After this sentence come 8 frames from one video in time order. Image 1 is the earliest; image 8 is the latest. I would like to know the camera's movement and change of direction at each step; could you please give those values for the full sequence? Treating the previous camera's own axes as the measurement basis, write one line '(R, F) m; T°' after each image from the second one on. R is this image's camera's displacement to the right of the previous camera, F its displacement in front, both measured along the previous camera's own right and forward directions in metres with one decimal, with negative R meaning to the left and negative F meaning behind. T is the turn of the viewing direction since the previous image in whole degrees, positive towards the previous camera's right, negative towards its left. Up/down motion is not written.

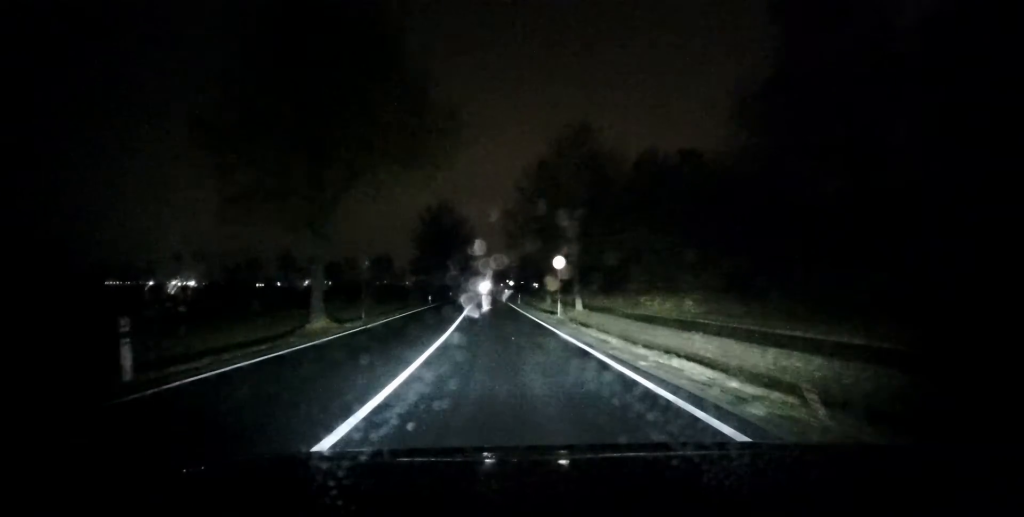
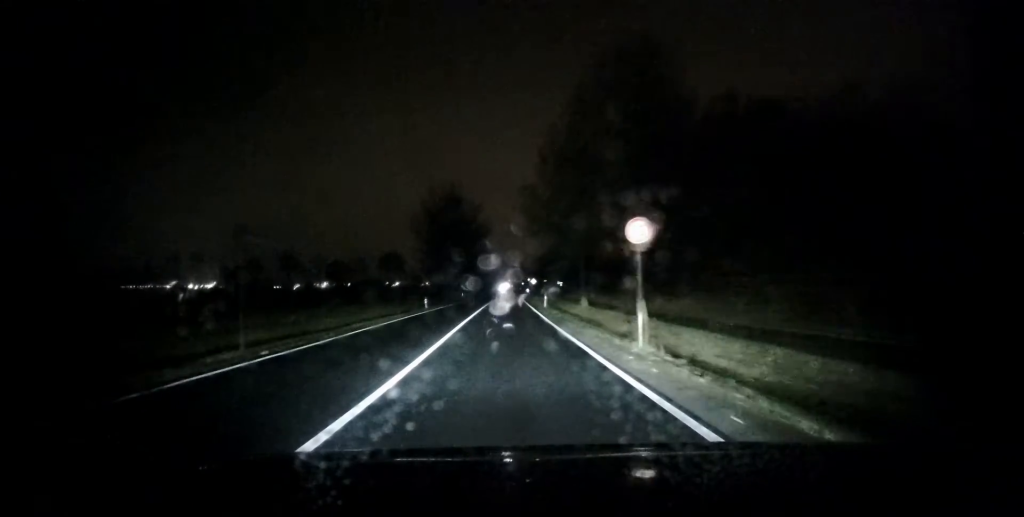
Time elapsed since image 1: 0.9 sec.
(-0.6, +14.7) m; -2°
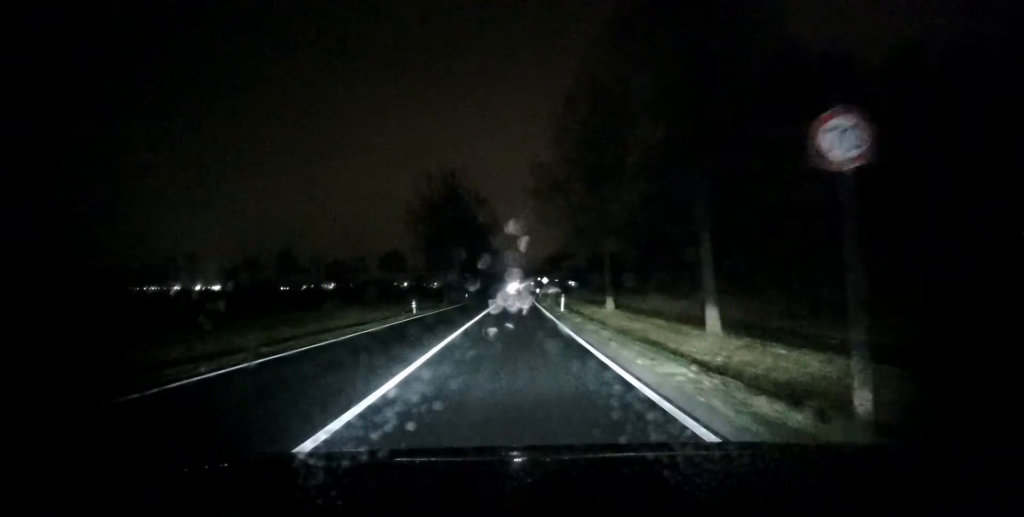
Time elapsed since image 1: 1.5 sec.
(0.0, +8.5) m; 0°
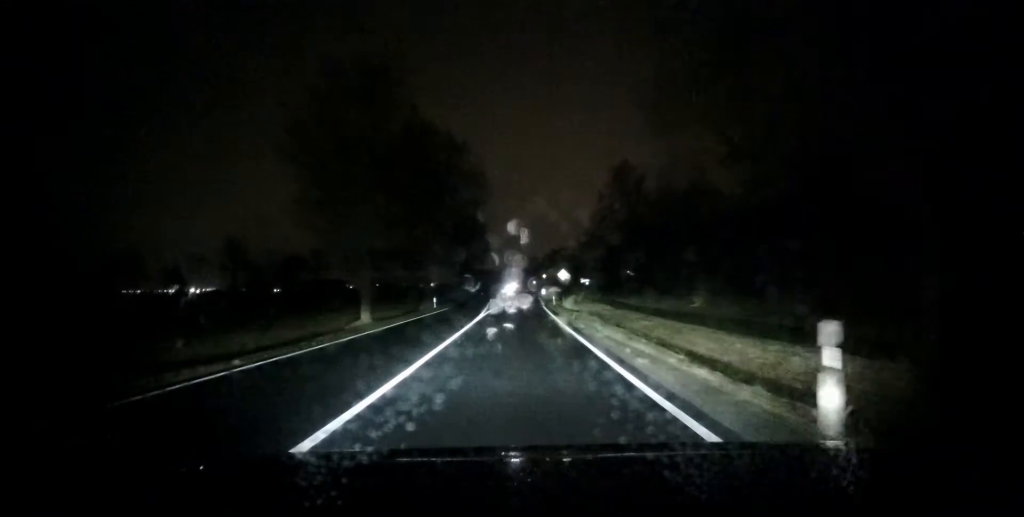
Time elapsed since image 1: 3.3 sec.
(+0.3, +30.4) m; +1°
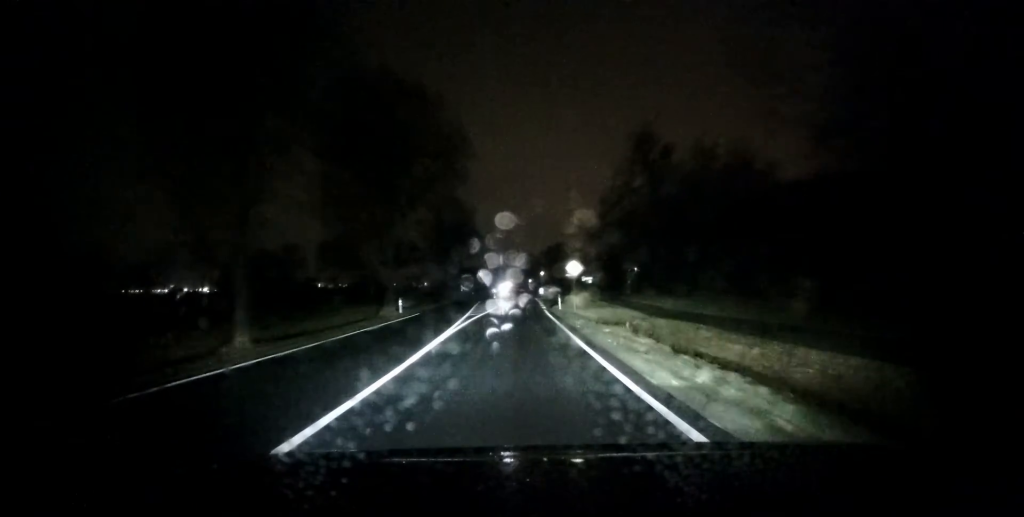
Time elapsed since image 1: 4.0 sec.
(+0.2, +12.6) m; 0°
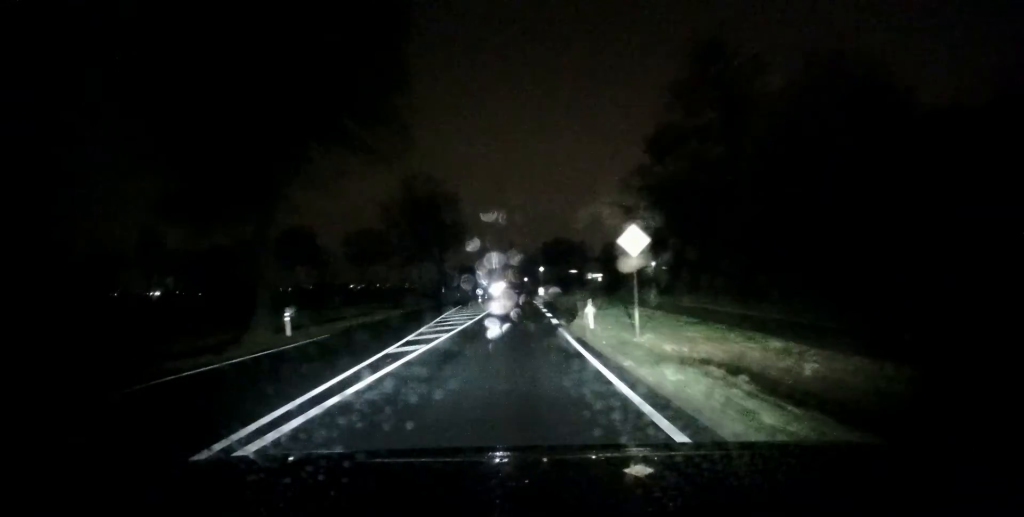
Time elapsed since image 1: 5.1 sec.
(-0.3, +17.9) m; 0°
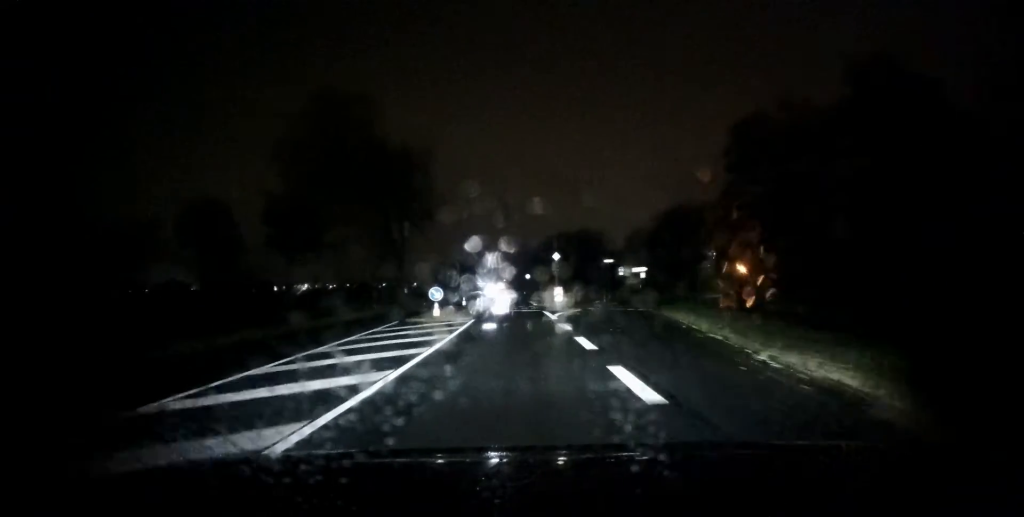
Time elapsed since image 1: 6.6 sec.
(+0.3, +28.0) m; 0°
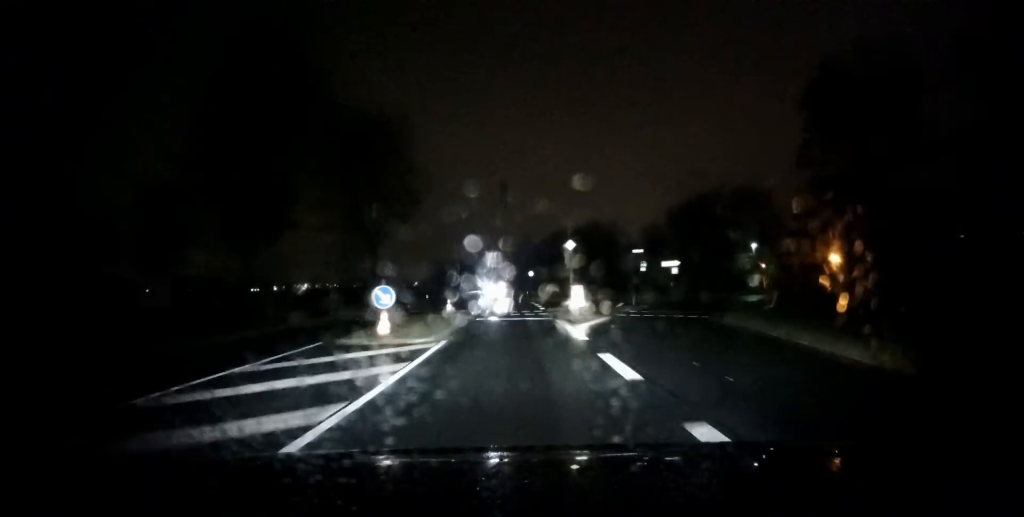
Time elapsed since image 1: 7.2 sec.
(0.0, +10.3) m; 0°
